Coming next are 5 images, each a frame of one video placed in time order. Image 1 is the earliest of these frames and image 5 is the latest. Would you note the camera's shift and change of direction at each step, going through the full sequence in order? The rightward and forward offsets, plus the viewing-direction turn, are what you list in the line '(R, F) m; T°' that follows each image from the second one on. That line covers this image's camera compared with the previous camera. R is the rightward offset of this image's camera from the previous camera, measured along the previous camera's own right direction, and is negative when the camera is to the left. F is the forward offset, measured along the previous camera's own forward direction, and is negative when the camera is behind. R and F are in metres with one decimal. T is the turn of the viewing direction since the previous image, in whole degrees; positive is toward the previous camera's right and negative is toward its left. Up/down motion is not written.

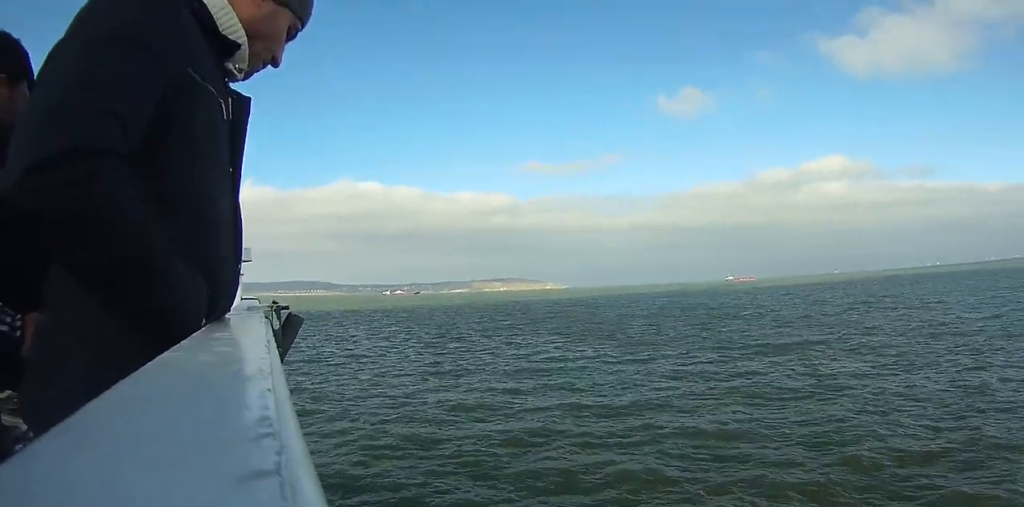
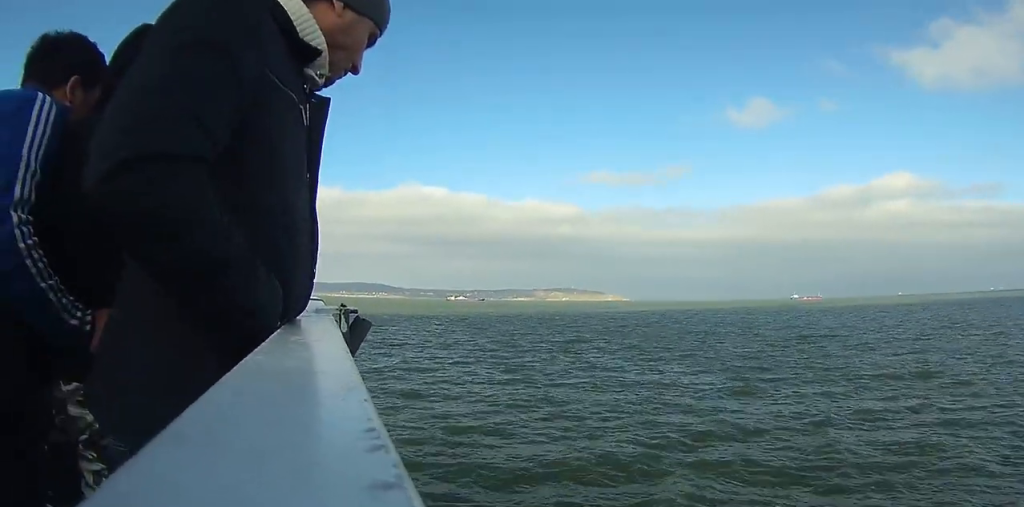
(0.0, +6.0) m; -1°
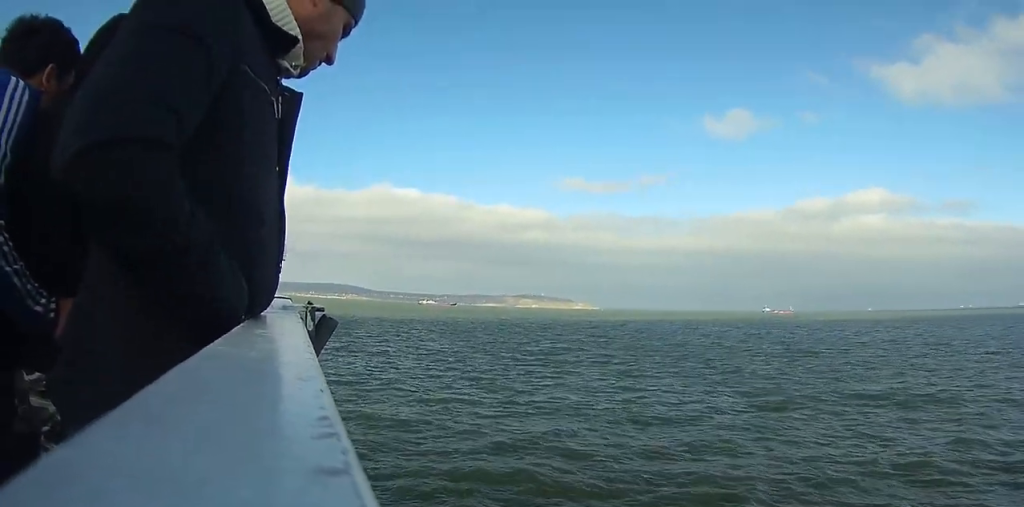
(0.0, +5.6) m; 0°
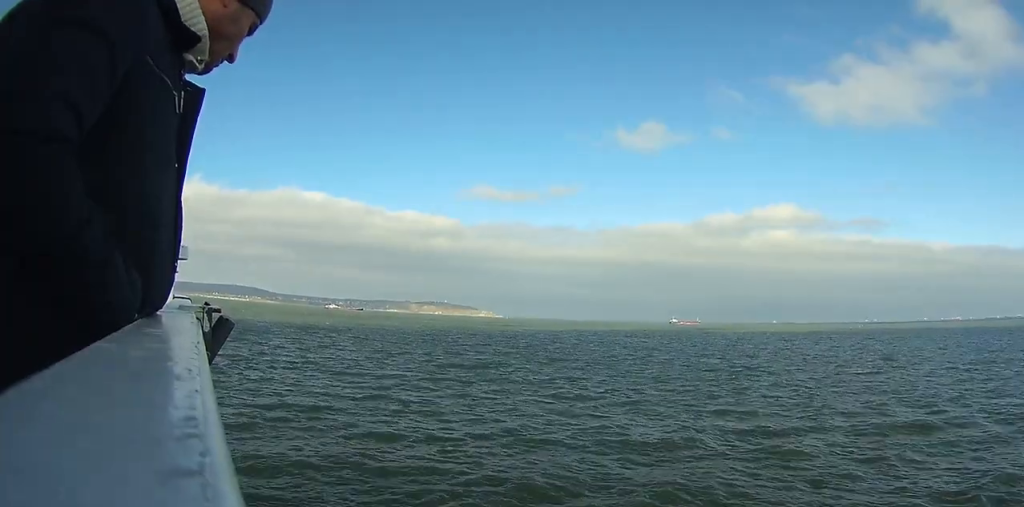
(0.0, +9.2) m; 0°
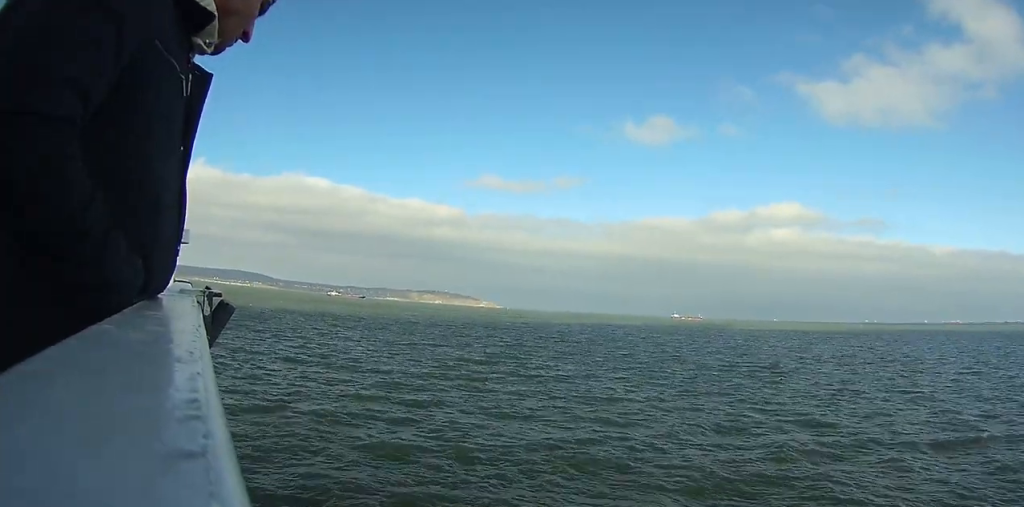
(0.0, +4.1) m; -1°
